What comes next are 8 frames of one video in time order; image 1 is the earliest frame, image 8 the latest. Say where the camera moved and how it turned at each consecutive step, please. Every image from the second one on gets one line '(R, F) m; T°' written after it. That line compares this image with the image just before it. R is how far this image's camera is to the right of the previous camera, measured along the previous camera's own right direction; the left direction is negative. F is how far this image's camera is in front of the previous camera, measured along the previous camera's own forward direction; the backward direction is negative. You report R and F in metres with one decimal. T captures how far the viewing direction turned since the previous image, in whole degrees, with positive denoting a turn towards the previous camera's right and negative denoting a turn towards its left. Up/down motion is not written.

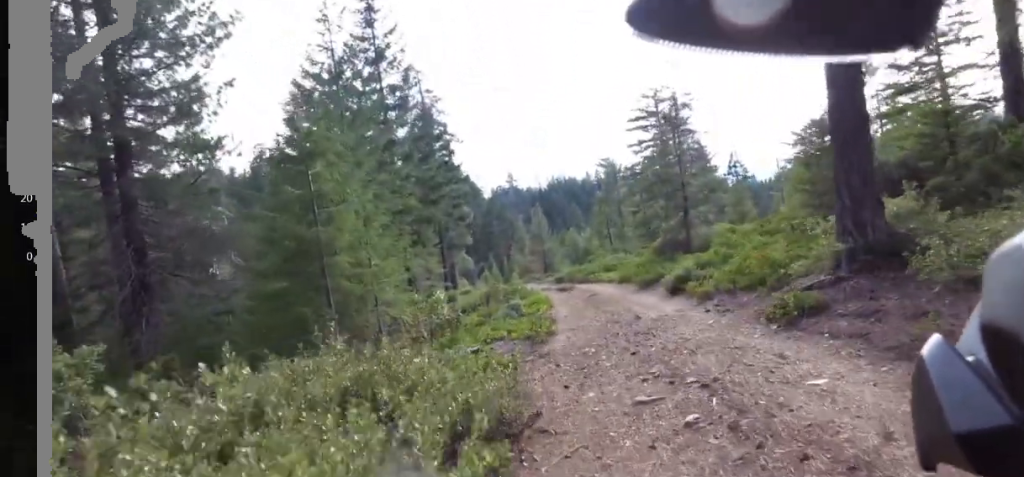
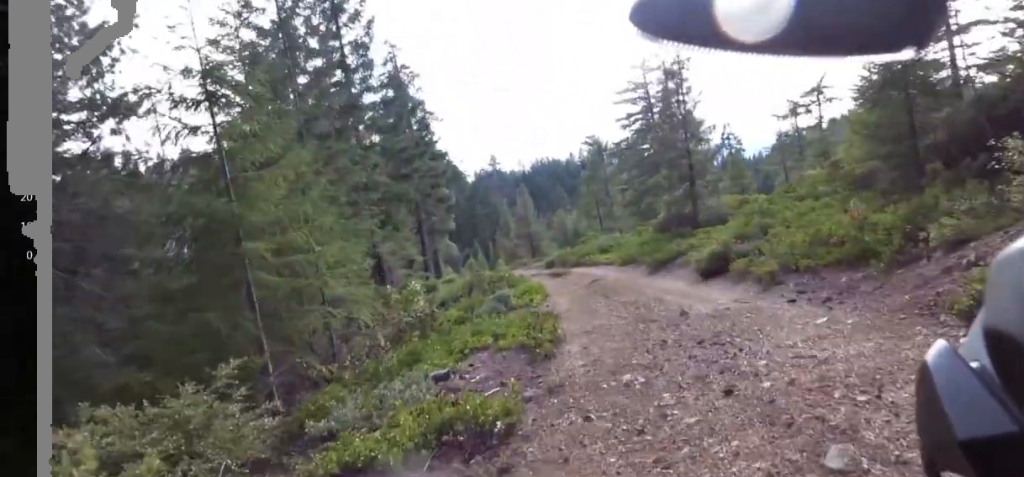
(0.0, +3.3) m; -9°
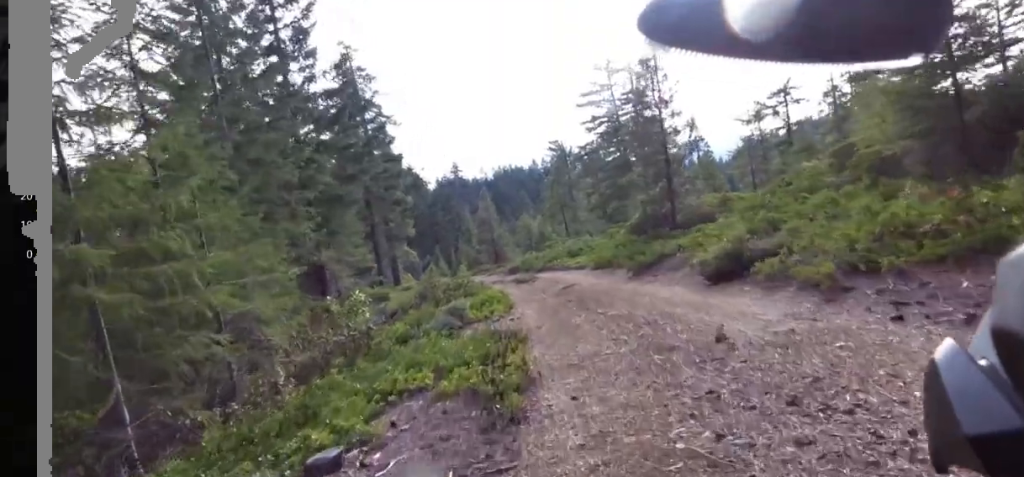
(-0.2, +2.3) m; -4°
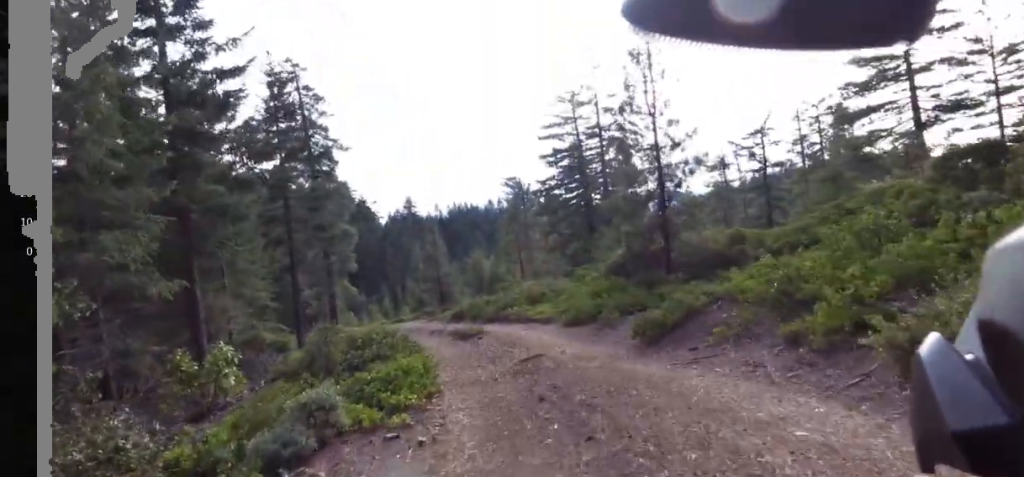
(+0.1, +4.9) m; +11°
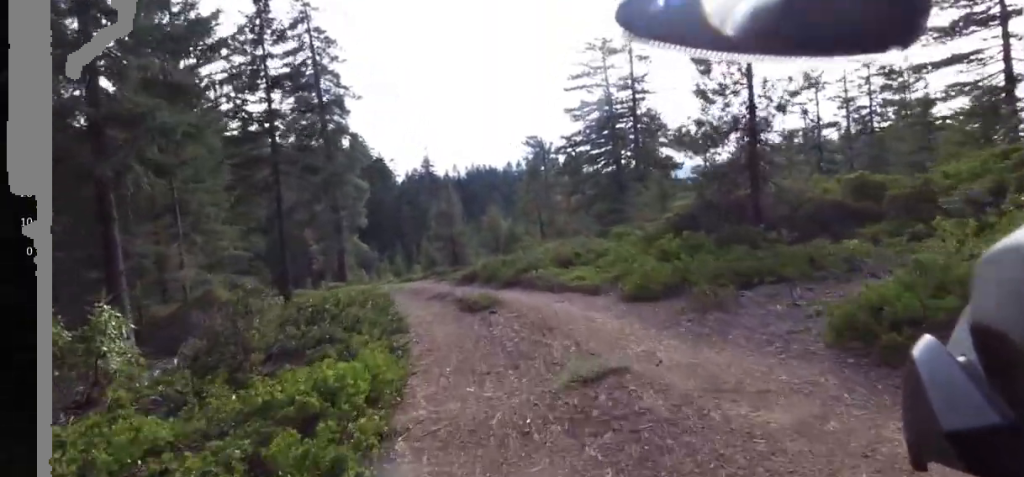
(+0.4, +4.5) m; -14°
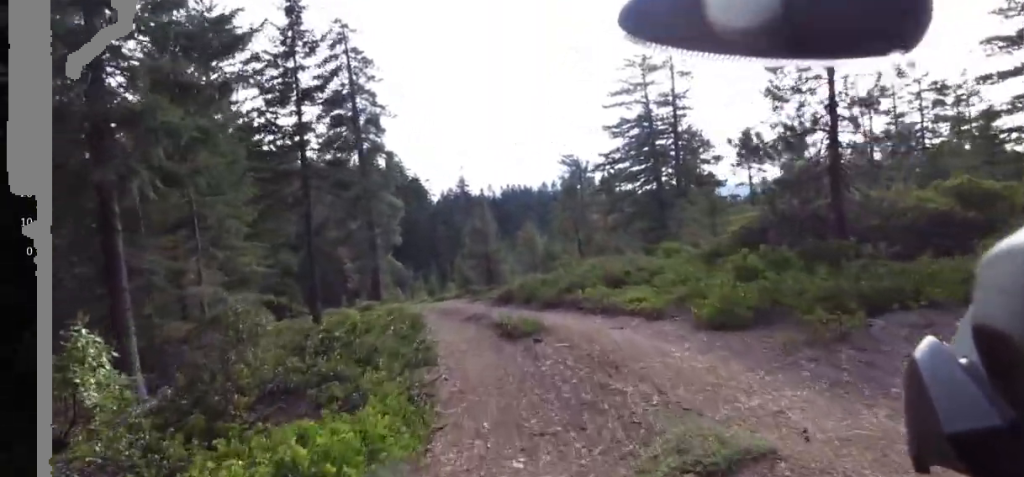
(-0.1, +1.3) m; -8°
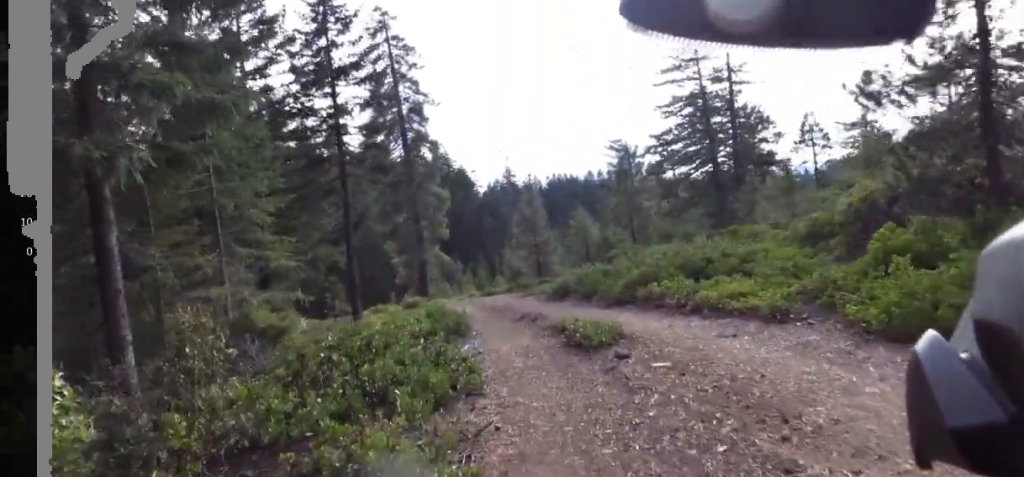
(-0.7, +2.0) m; -7°
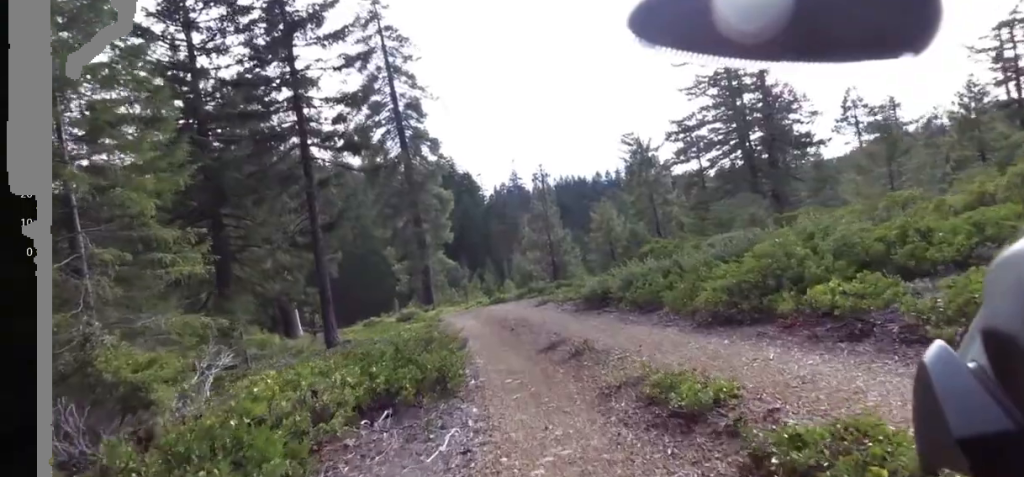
(+0.5, +5.4) m; +13°
